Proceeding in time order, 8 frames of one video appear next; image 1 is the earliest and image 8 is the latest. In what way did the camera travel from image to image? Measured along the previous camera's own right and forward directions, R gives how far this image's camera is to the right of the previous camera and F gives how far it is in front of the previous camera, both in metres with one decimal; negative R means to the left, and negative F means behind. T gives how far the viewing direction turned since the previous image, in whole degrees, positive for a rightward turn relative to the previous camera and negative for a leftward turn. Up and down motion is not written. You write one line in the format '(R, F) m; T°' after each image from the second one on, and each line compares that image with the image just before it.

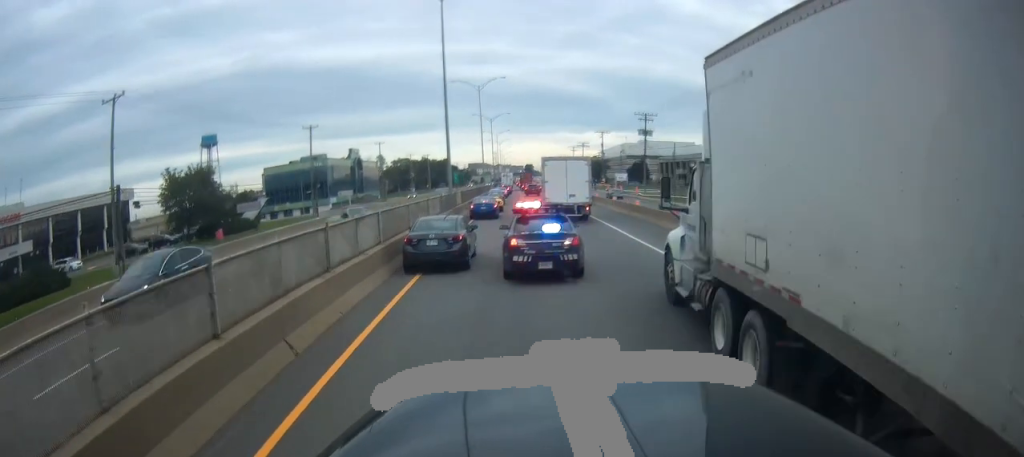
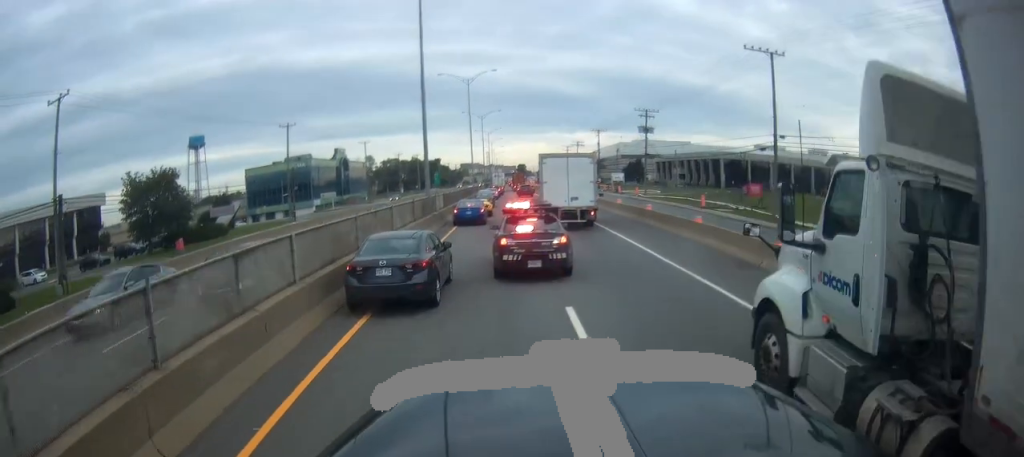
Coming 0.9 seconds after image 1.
(-0.1, +6.0) m; -1°
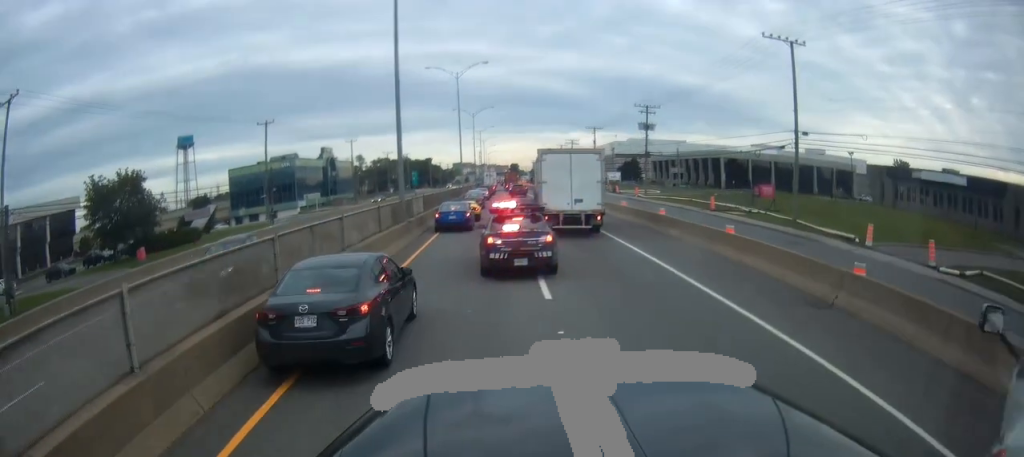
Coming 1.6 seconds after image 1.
(-0.1, +5.1) m; -1°
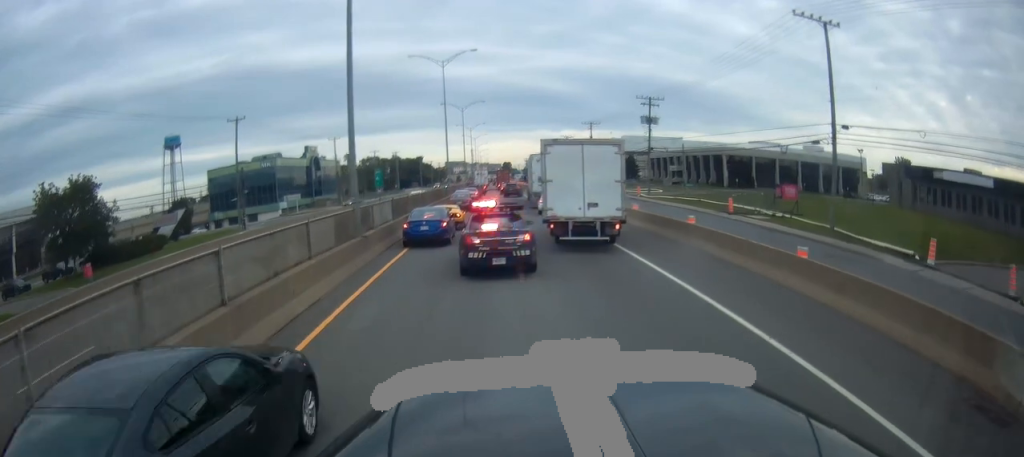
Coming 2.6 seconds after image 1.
(0.0, +6.8) m; +1°
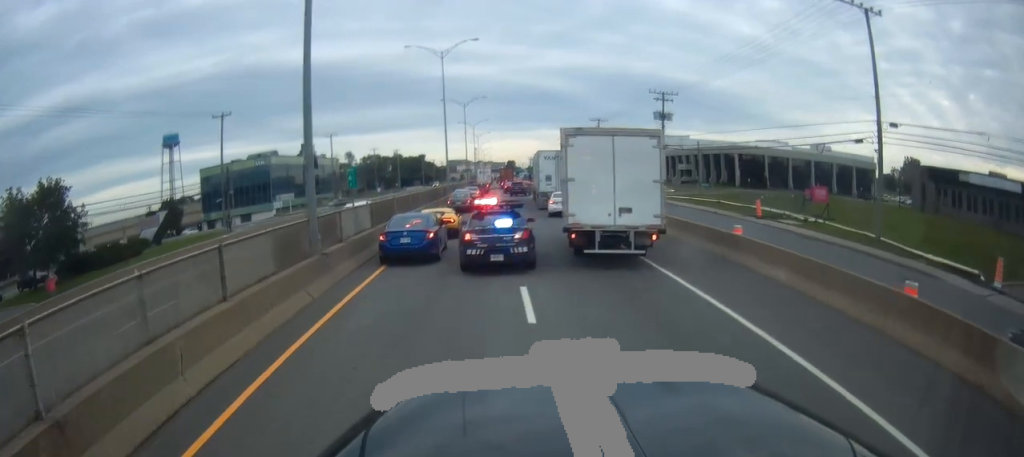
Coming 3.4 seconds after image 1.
(0.0, +5.2) m; +1°
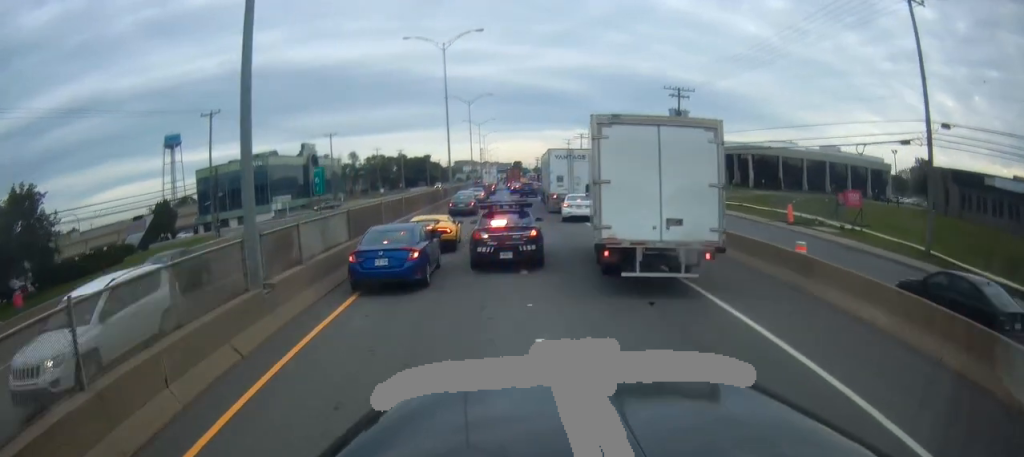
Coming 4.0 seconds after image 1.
(+0.2, +4.4) m; 0°
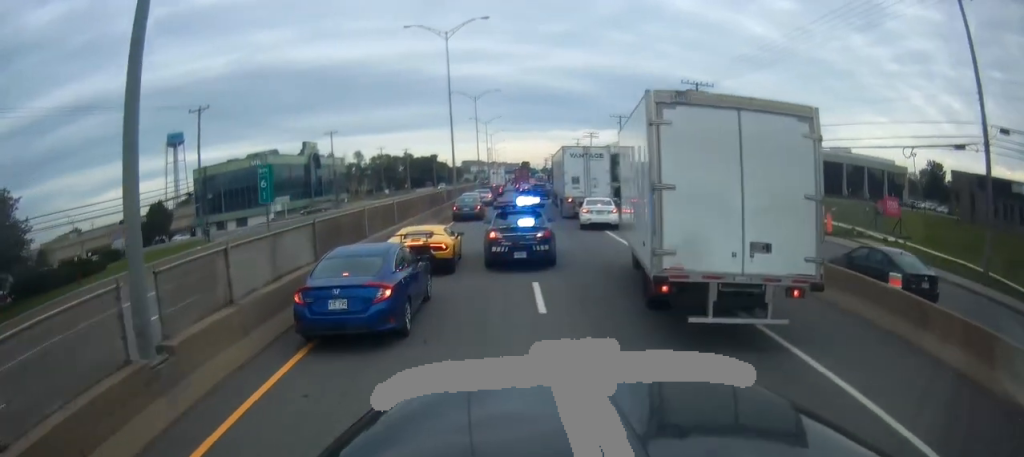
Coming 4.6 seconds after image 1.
(0.0, +4.3) m; -1°
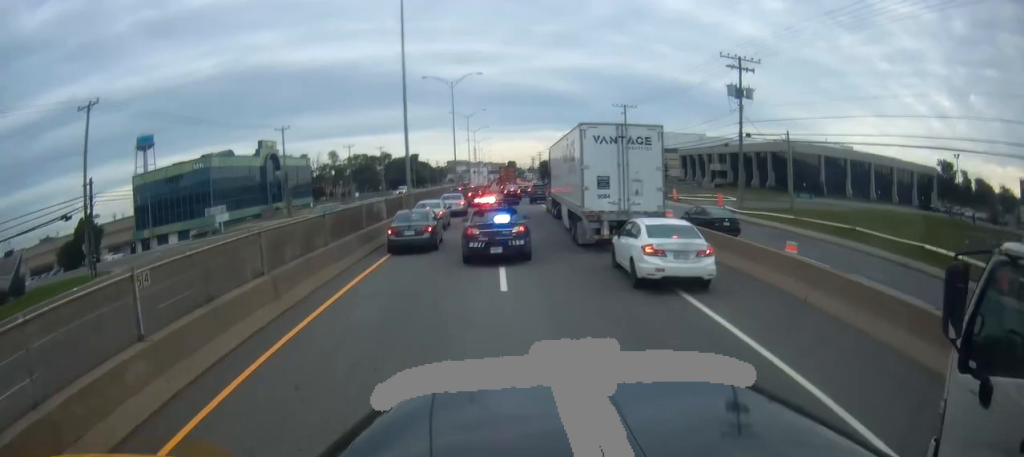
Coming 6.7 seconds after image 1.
(0.0, +16.7) m; +2°
